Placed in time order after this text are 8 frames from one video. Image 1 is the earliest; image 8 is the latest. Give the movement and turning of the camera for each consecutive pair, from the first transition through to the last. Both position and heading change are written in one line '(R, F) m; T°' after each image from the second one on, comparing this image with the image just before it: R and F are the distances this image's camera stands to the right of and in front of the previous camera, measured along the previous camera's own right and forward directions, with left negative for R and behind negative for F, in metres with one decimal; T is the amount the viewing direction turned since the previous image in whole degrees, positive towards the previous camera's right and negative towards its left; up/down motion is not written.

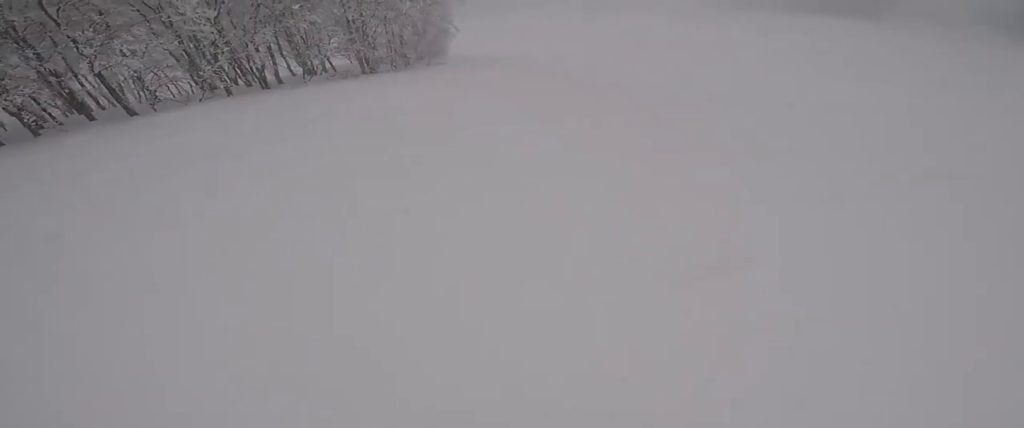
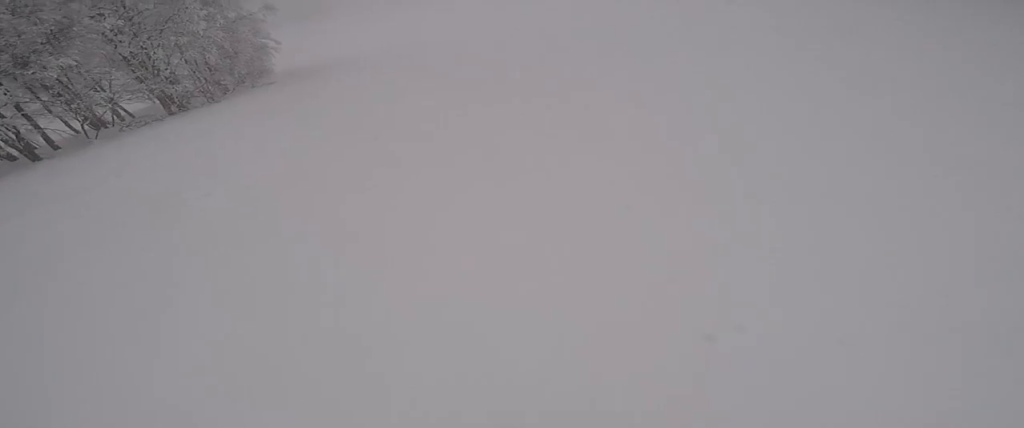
(+0.7, +2.7) m; +17°
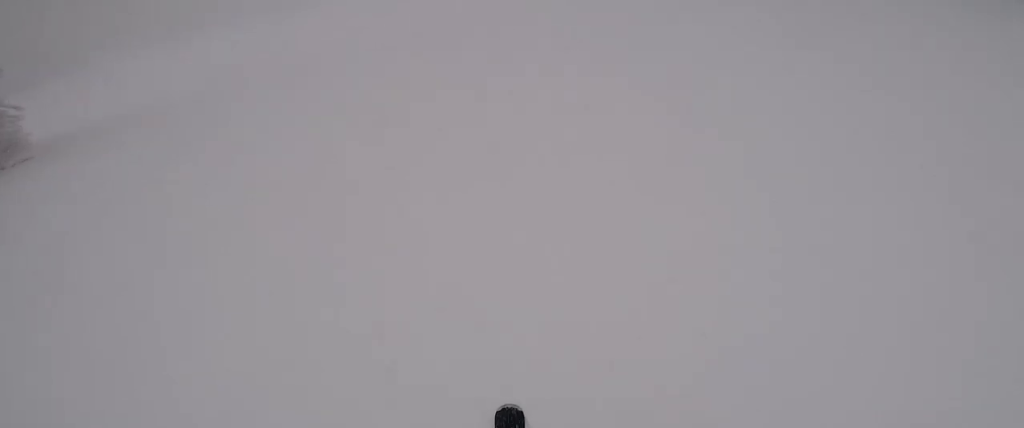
(0.0, +2.2) m; +14°
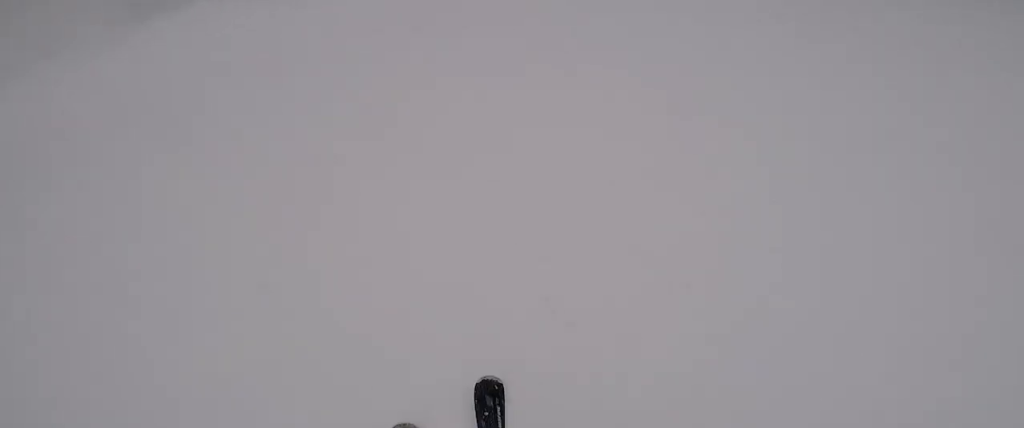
(+0.5, +2.3) m; 0°
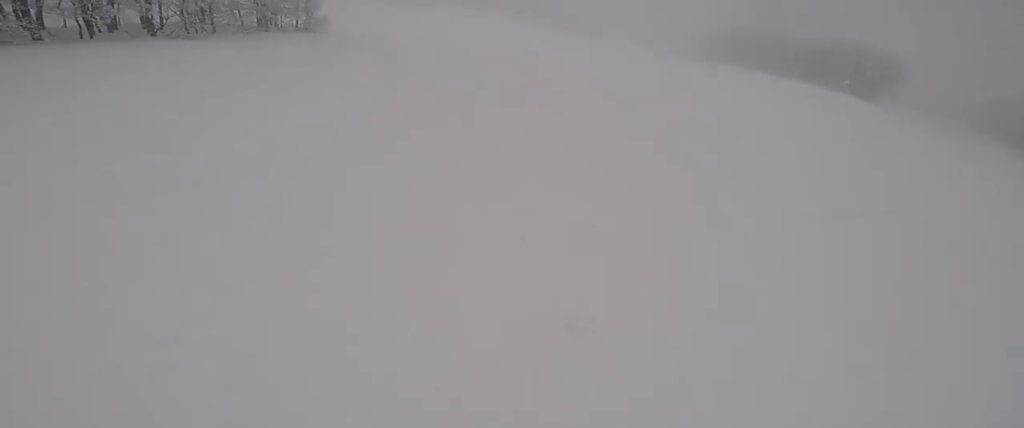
(-4.5, +9.8) m; -51°
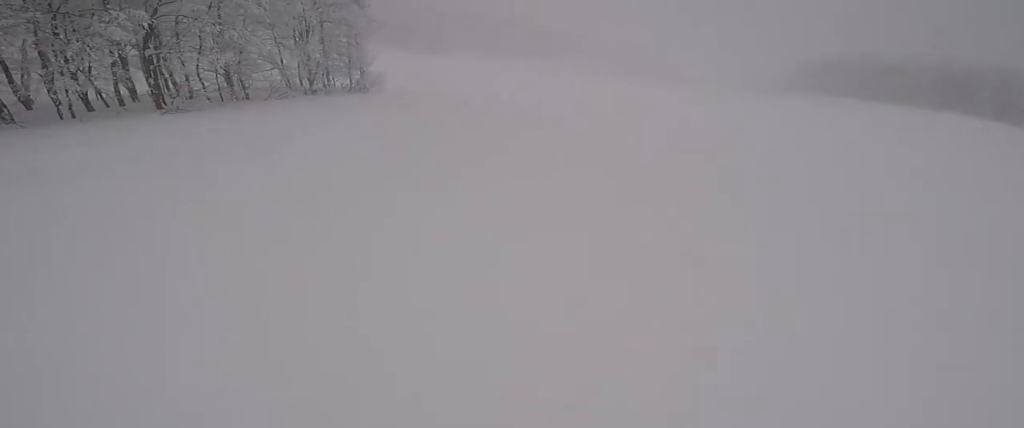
(+0.2, +8.0) m; -3°
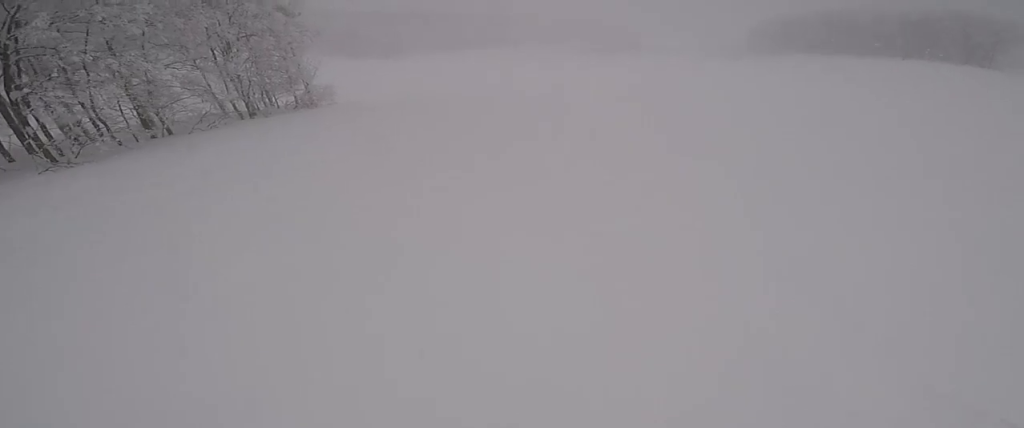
(-0.5, +4.2) m; +1°
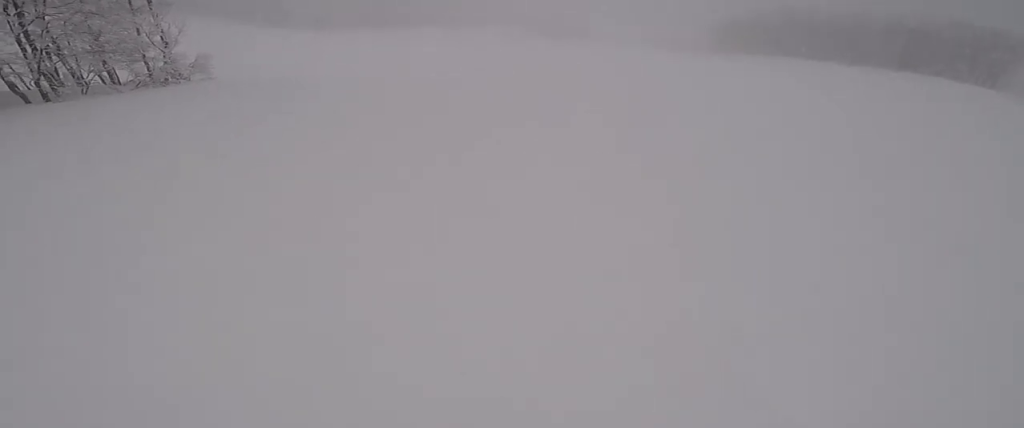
(+0.7, +11.4) m; +2°
